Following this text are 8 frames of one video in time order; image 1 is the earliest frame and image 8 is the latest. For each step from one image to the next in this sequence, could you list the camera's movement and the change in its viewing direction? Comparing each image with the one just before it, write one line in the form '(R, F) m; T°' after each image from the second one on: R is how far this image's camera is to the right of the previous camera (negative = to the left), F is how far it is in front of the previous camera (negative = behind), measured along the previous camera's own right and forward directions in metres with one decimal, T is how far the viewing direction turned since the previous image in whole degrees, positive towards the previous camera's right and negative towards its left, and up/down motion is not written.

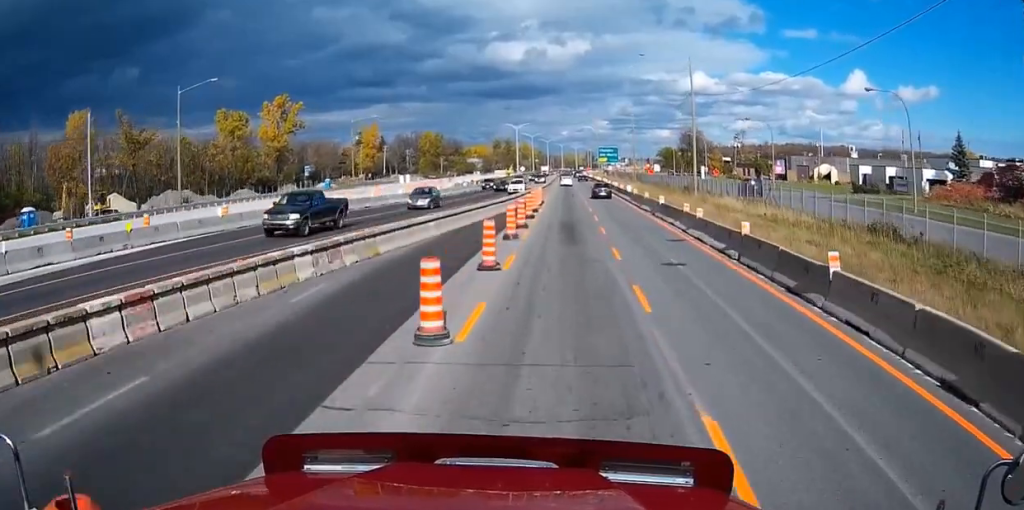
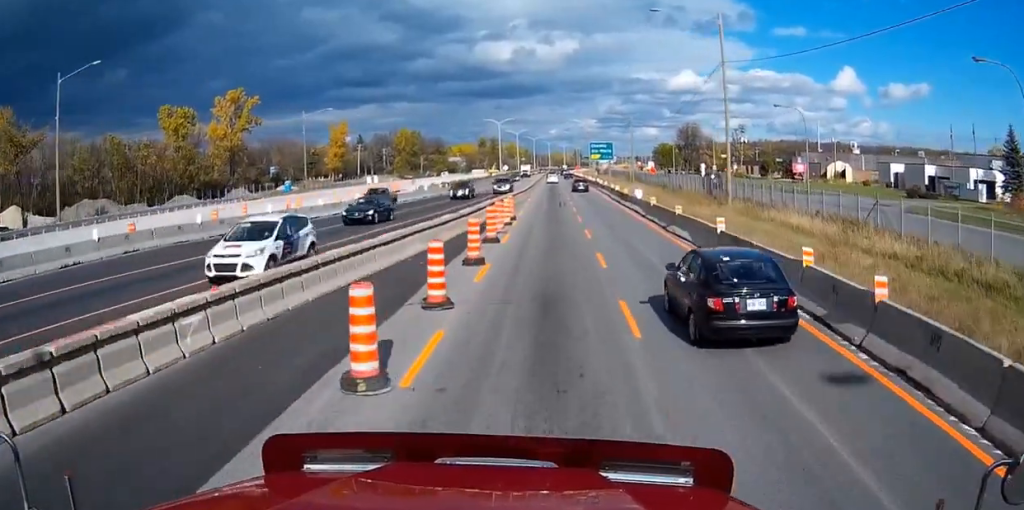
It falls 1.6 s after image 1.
(+0.1, +20.1) m; 0°
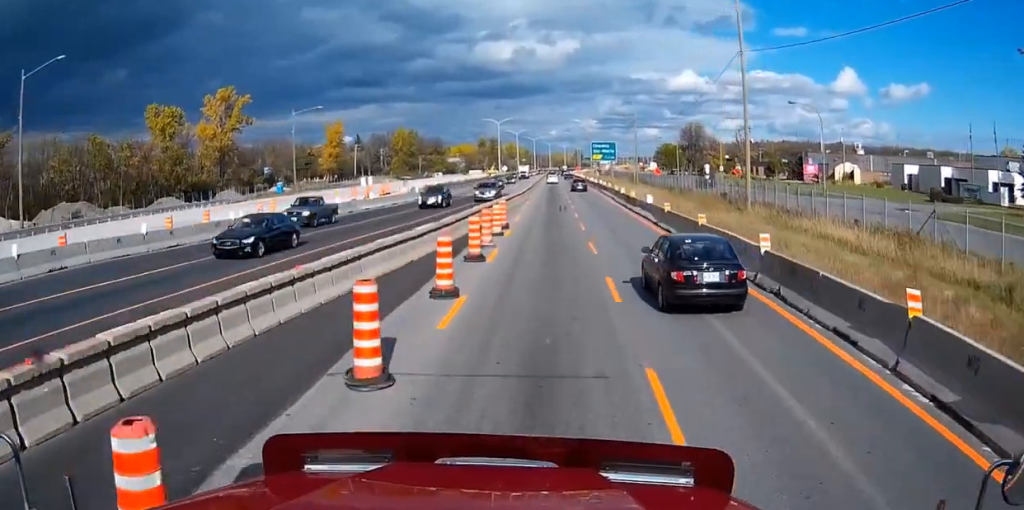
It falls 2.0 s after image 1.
(0.0, +5.4) m; 0°
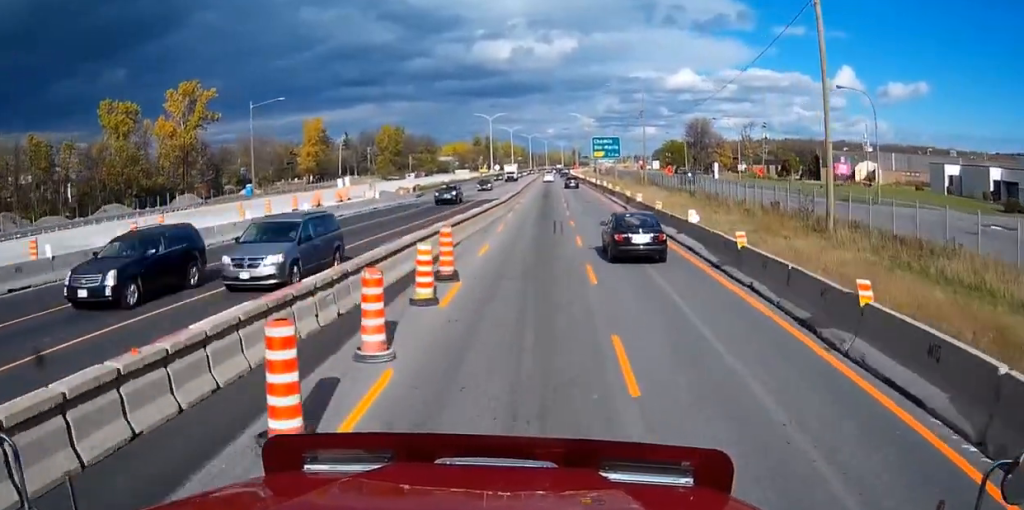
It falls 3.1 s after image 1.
(+0.1, +15.4) m; +1°
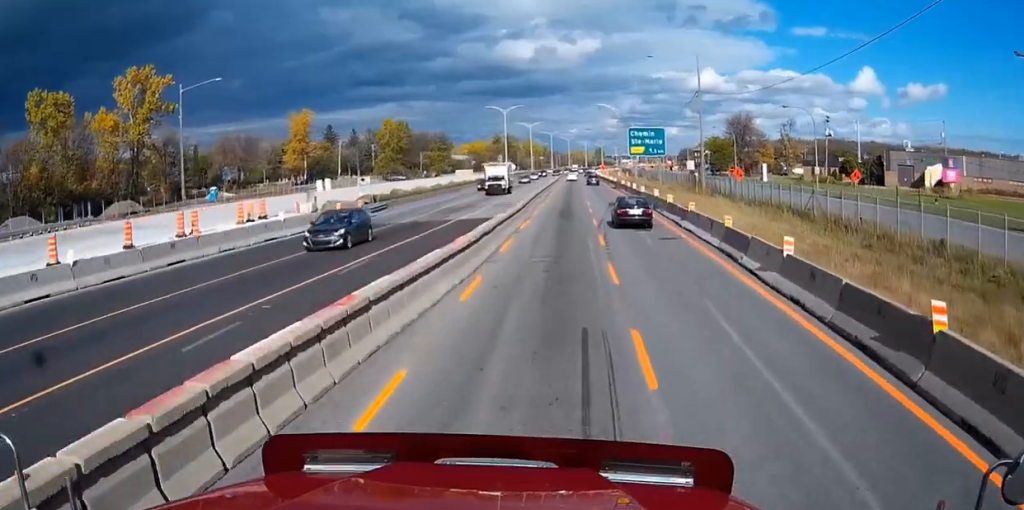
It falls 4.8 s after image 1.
(+0.5, +26.1) m; +1°
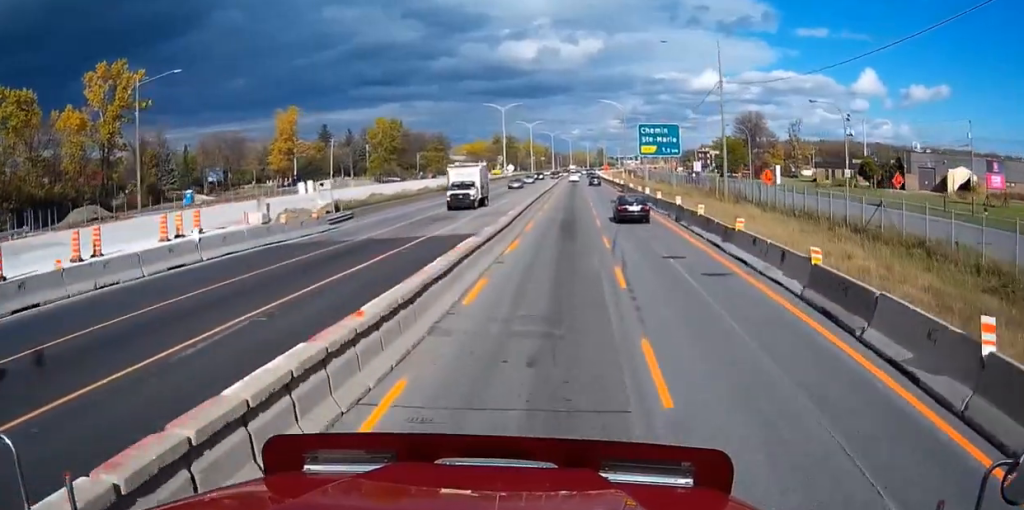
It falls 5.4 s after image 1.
(-0.1, +9.3) m; 0°
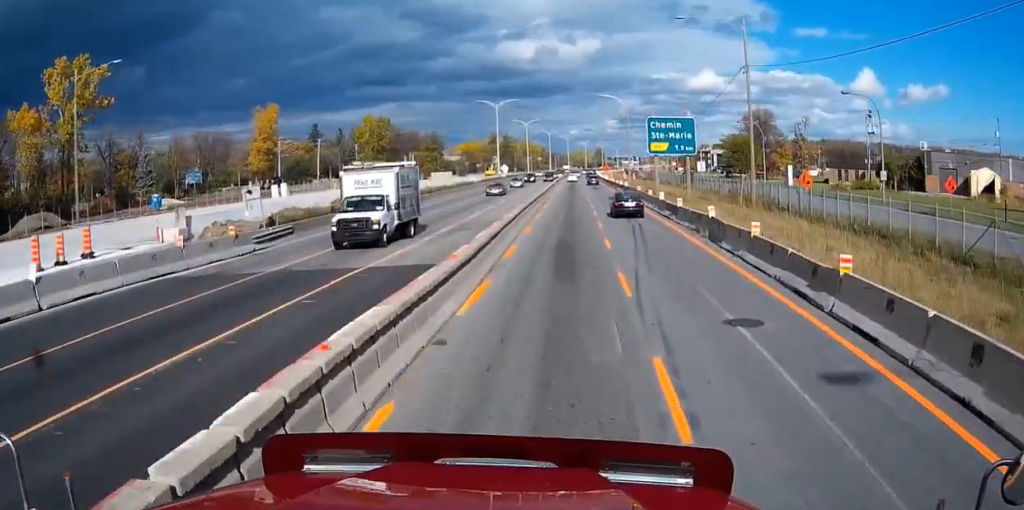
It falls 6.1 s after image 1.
(0.0, +9.9) m; 0°
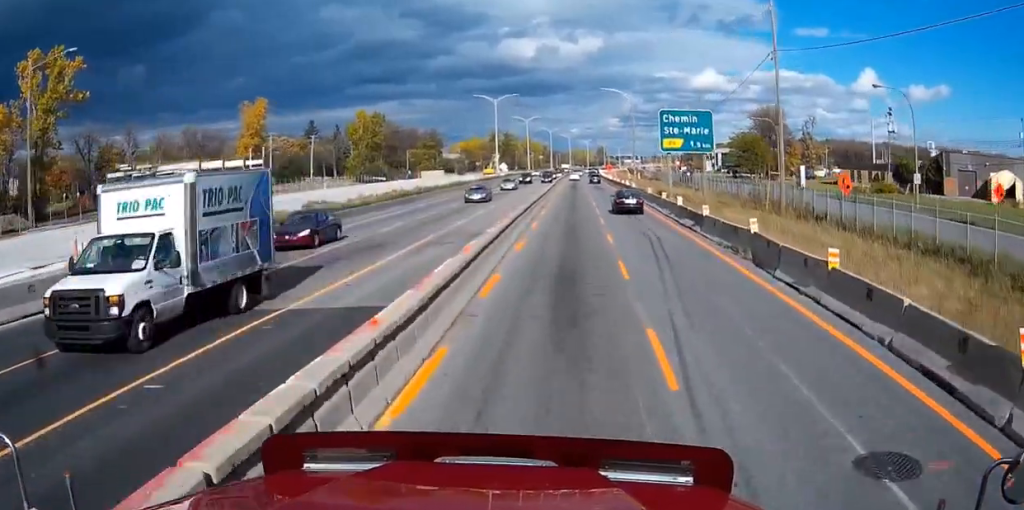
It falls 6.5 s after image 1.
(0.0, +6.8) m; 0°
